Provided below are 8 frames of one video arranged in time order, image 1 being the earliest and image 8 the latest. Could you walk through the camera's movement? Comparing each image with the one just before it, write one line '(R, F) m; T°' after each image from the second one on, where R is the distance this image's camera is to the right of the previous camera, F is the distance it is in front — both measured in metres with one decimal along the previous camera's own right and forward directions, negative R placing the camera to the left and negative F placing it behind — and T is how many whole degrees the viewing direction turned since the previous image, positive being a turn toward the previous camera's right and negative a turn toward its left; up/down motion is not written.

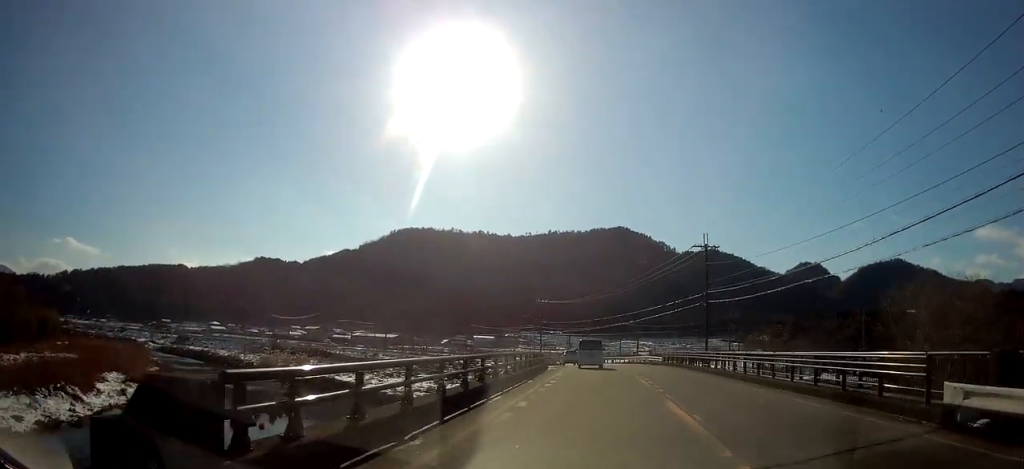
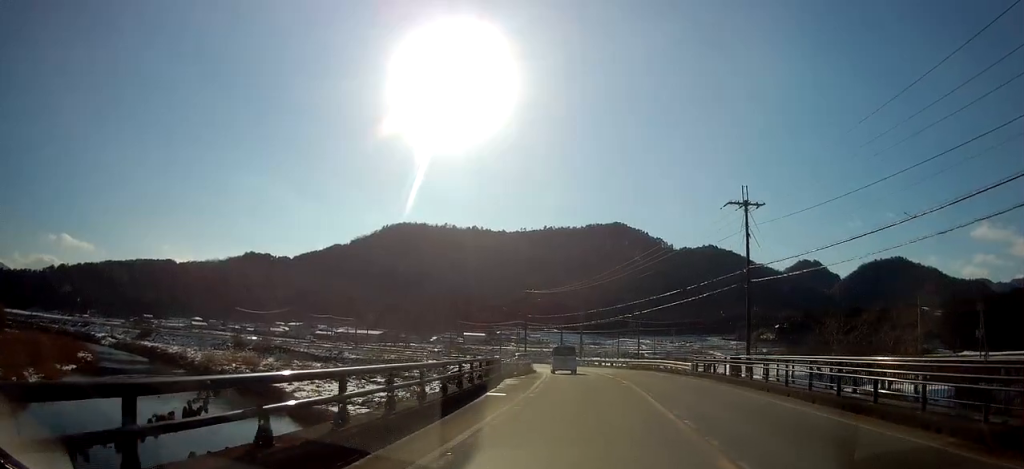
(-0.2, +18.2) m; -2°
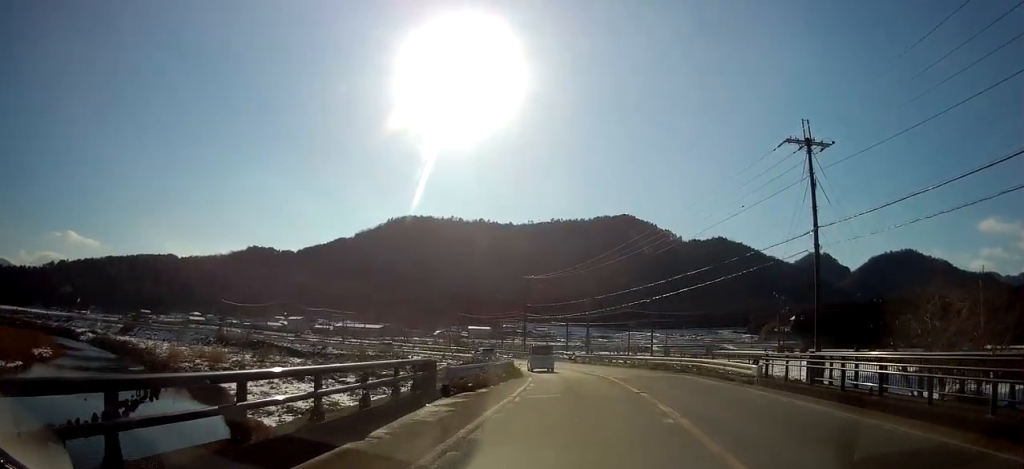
(0.0, +12.1) m; 0°
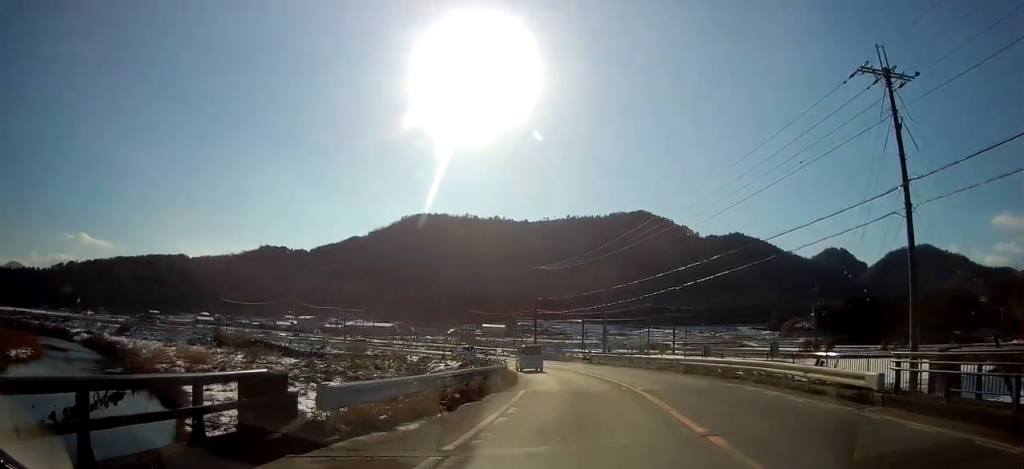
(0.0, +8.2) m; -2°
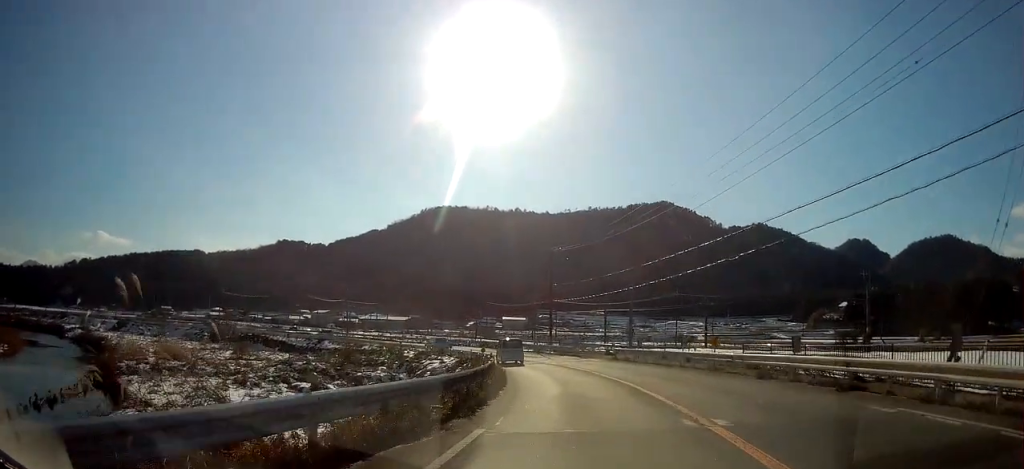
(-0.2, +10.0) m; -2°
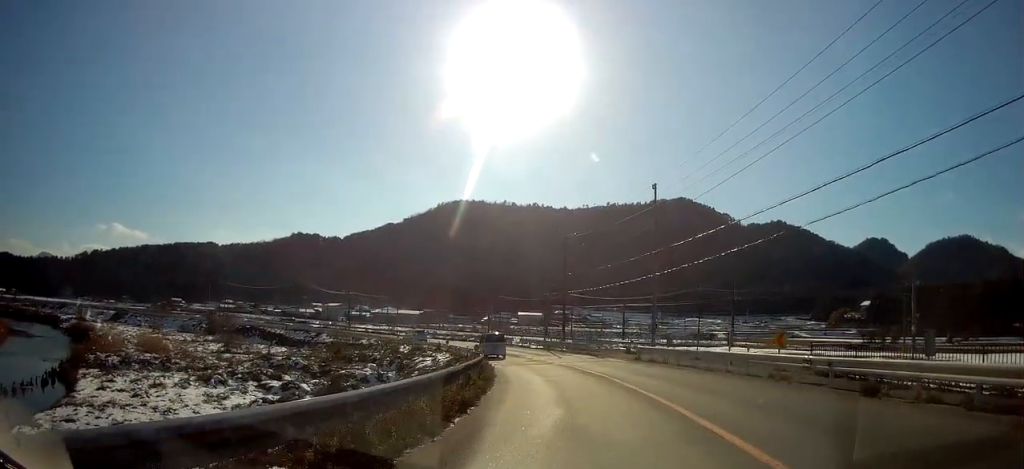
(-0.4, +7.1) m; -1°
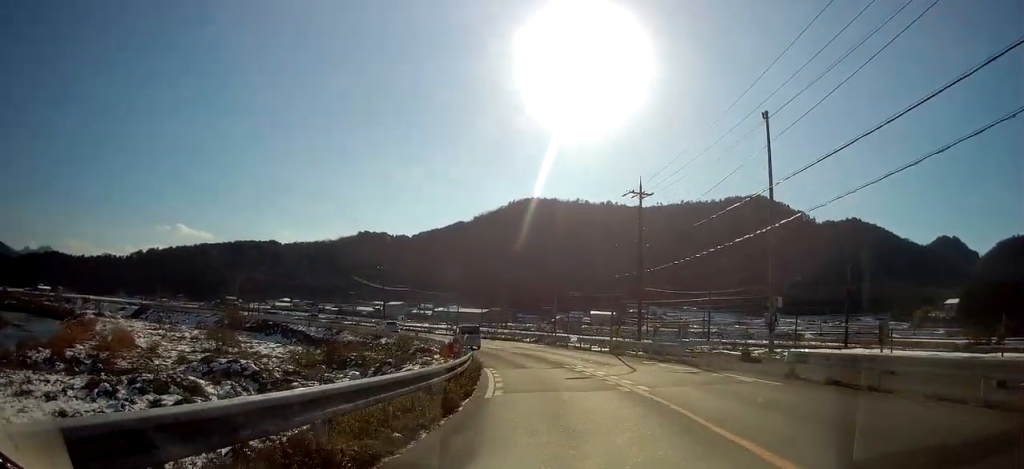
(-0.4, +17.5) m; -7°
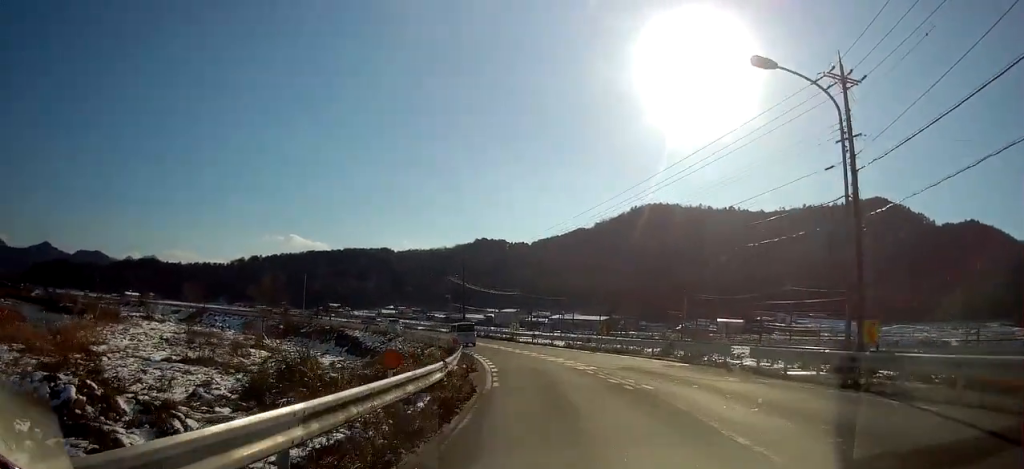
(-2.0, +21.5) m; -10°
